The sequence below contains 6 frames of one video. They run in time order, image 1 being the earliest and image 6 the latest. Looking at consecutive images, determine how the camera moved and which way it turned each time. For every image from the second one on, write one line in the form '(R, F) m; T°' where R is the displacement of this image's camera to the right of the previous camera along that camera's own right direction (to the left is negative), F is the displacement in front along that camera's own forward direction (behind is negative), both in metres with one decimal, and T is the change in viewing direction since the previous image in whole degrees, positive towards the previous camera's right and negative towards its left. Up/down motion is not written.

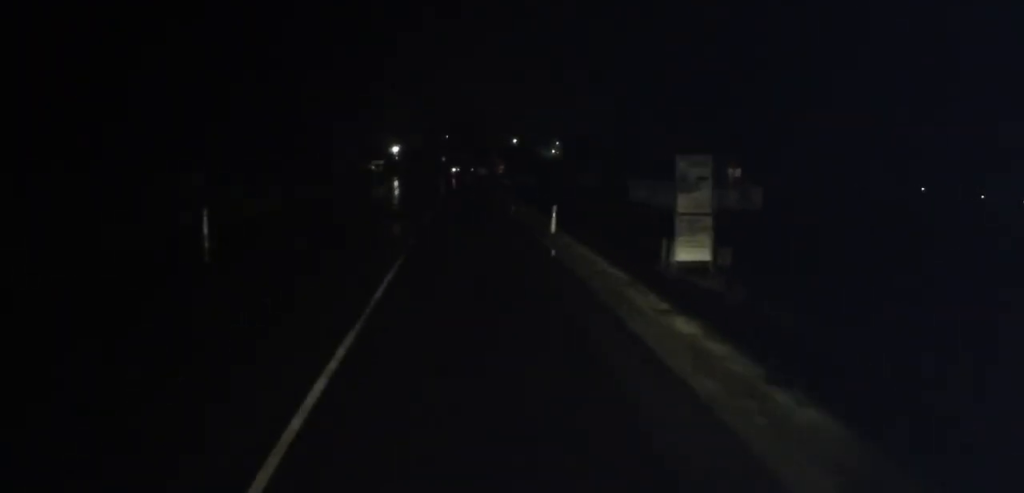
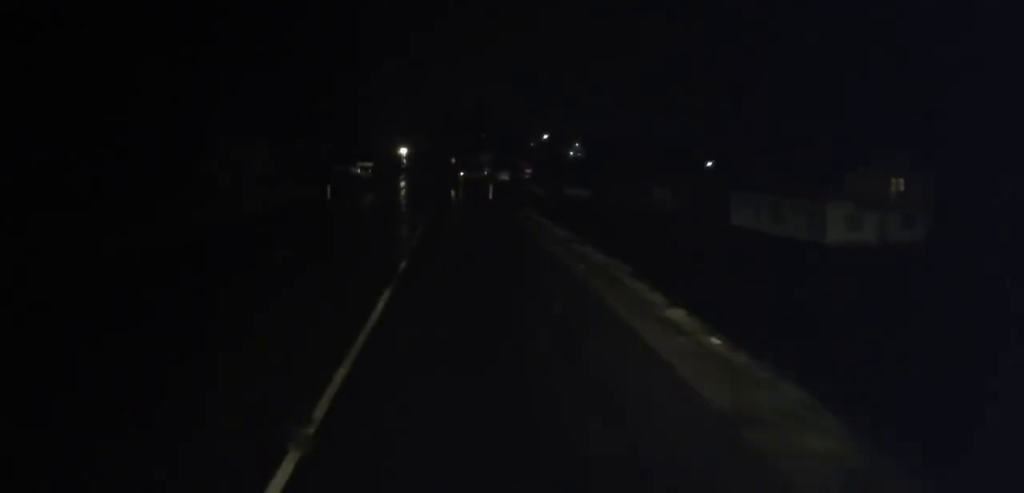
(-0.5, +30.6) m; -3°
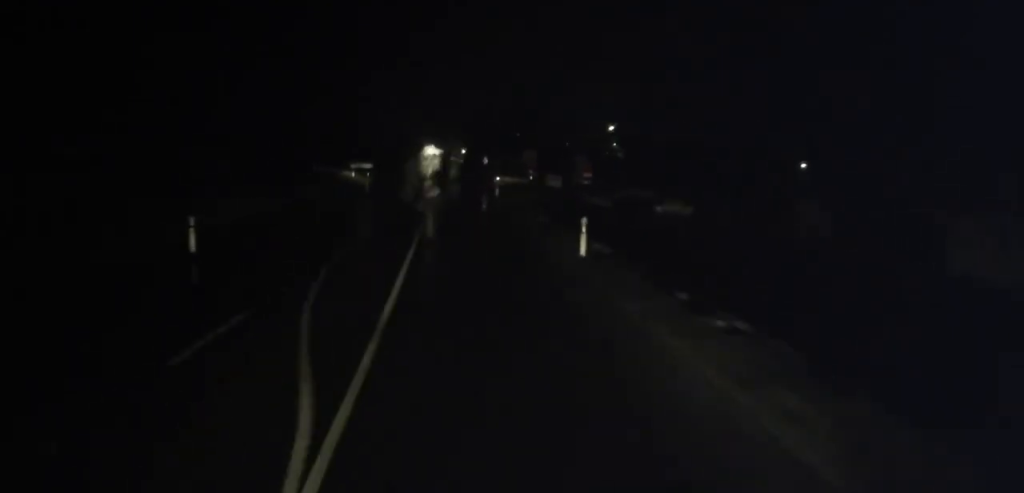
(-0.2, +27.7) m; -1°
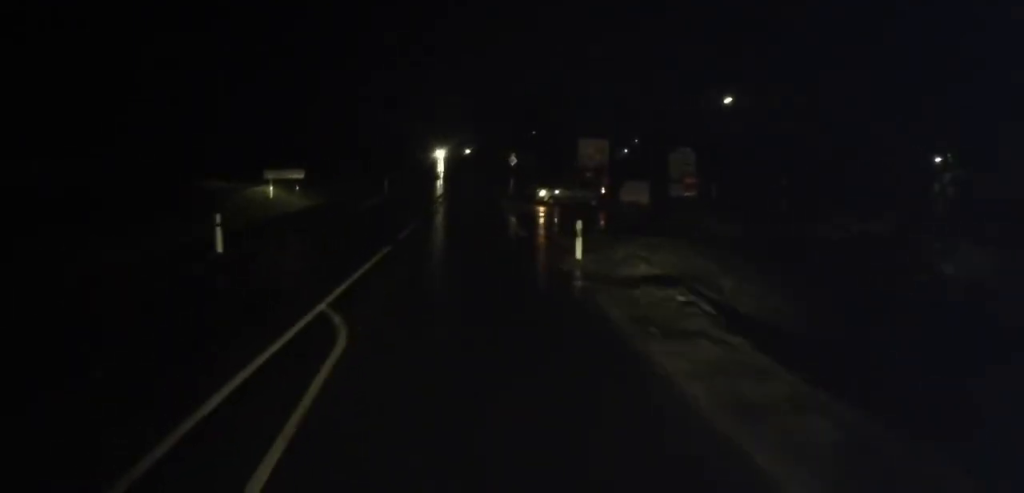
(-0.8, +31.8) m; -3°
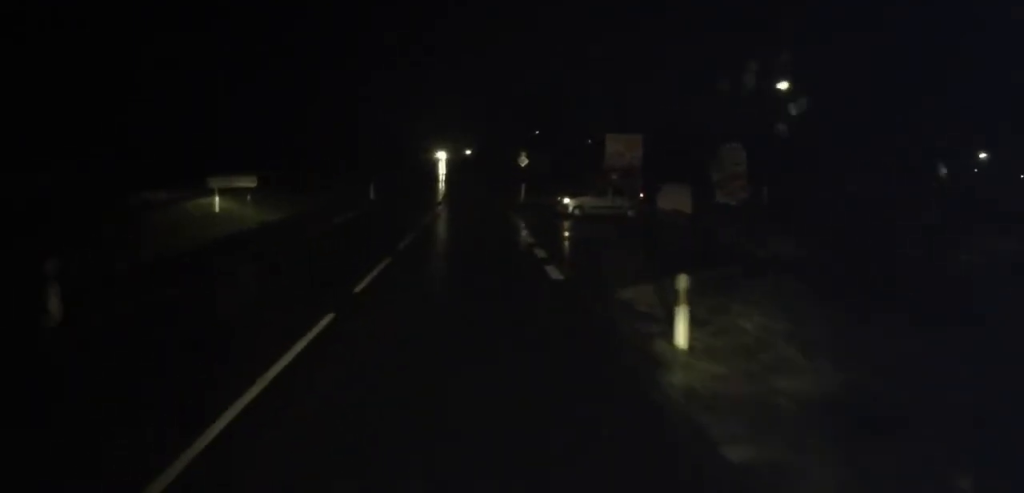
(-0.2, +8.2) m; 0°
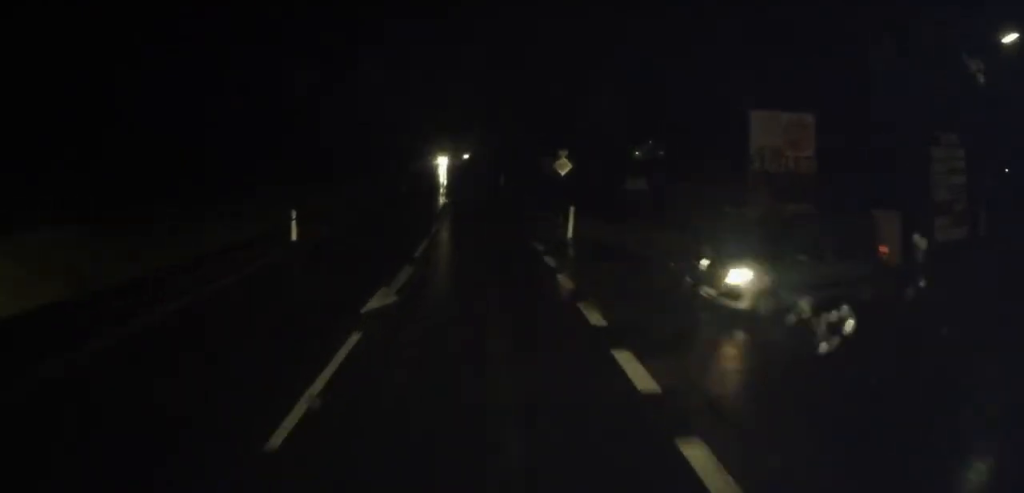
(+0.1, +18.8) m; 0°
